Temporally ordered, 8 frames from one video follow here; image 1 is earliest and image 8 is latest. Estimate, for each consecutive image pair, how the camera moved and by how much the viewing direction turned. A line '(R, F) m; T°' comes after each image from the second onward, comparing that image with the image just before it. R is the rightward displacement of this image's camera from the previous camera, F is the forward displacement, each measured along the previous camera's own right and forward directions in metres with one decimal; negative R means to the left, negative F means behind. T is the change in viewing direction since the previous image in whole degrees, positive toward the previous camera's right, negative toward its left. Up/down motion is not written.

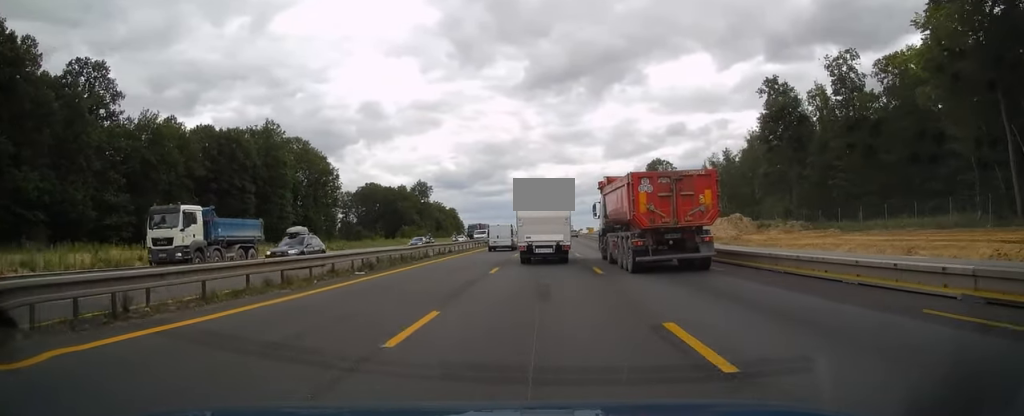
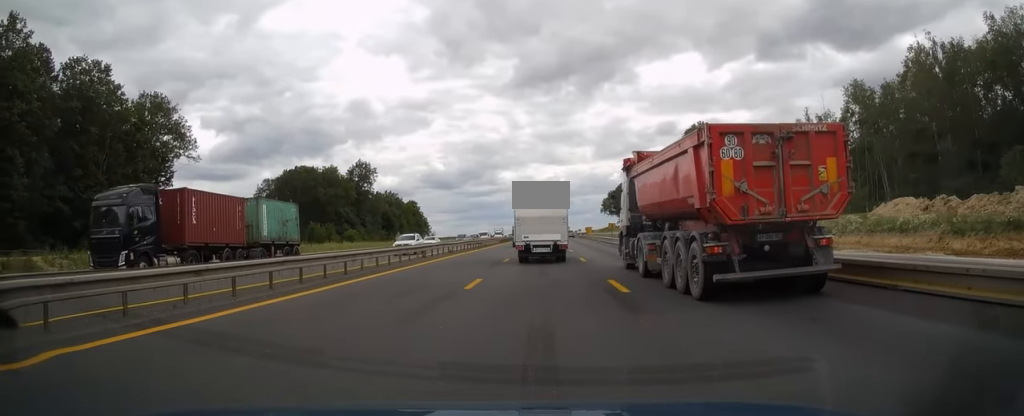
(+0.2, +57.7) m; +1°
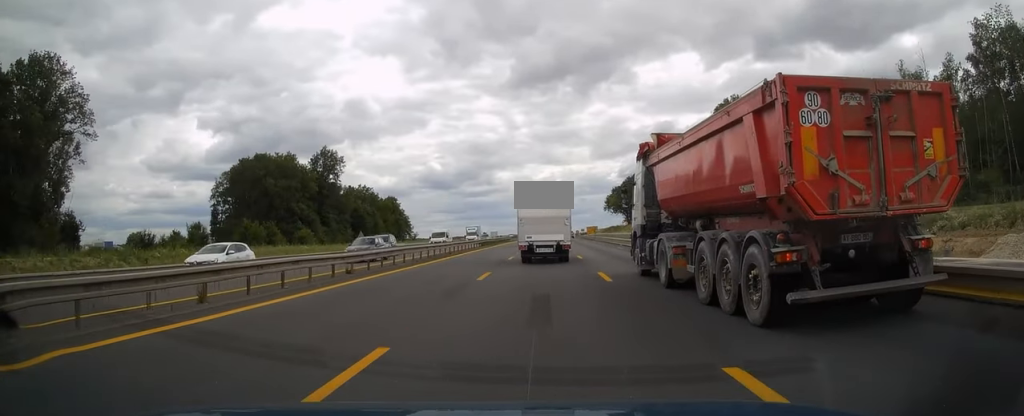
(+0.2, +23.2) m; +1°
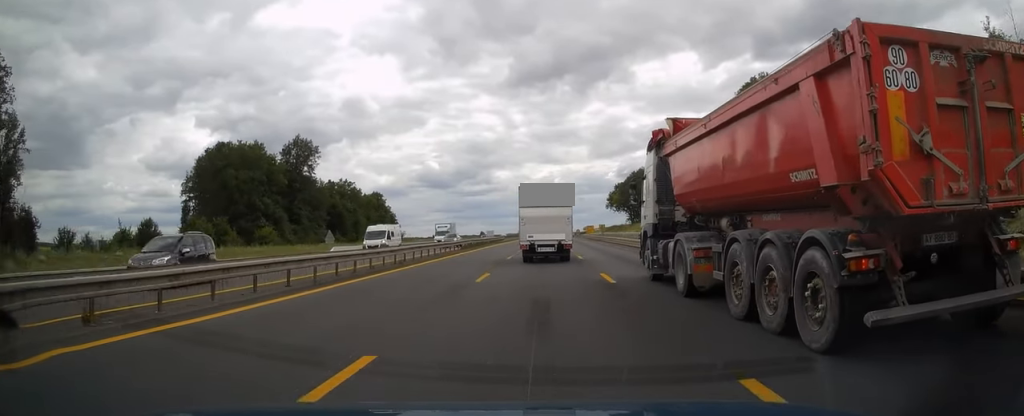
(0.0, +13.6) m; 0°
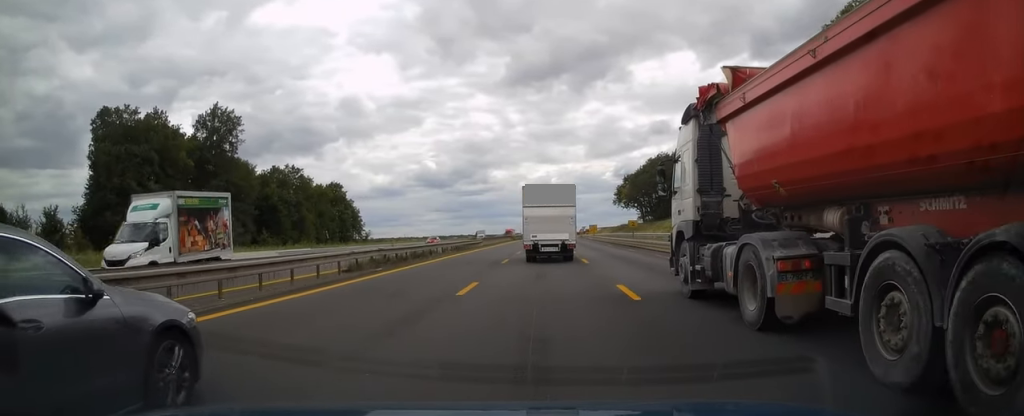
(+0.1, +29.6) m; 0°
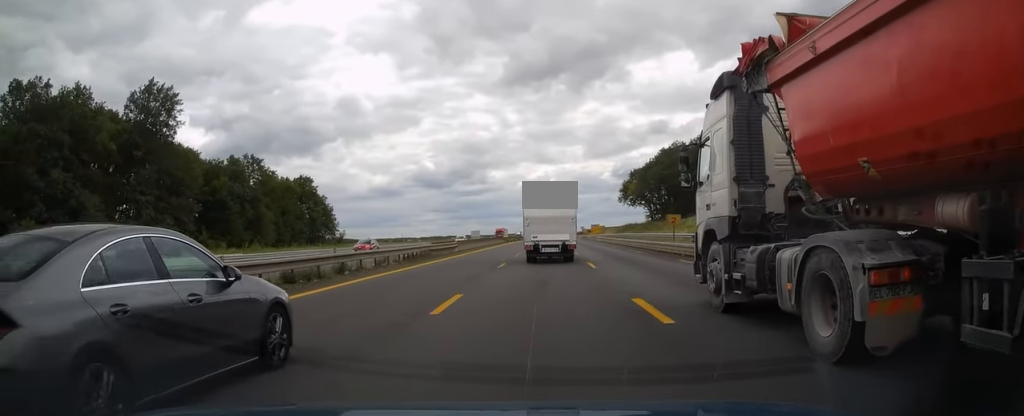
(0.0, +16.0) m; 0°
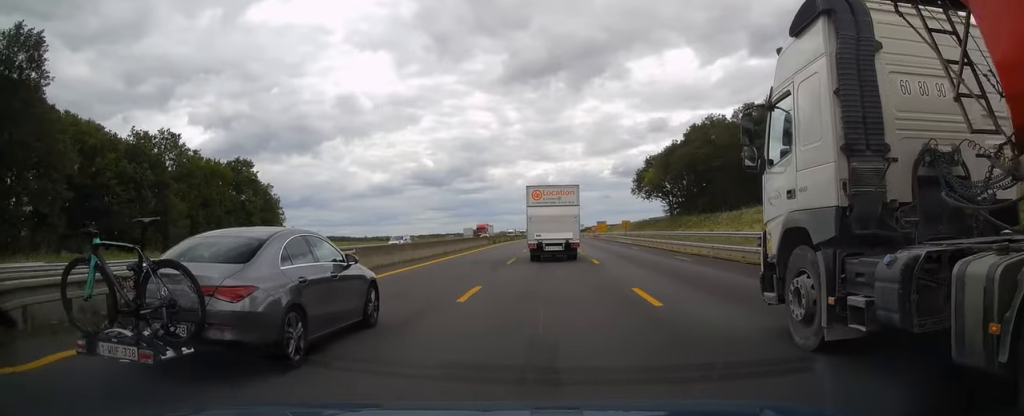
(0.0, +24.4) m; 0°
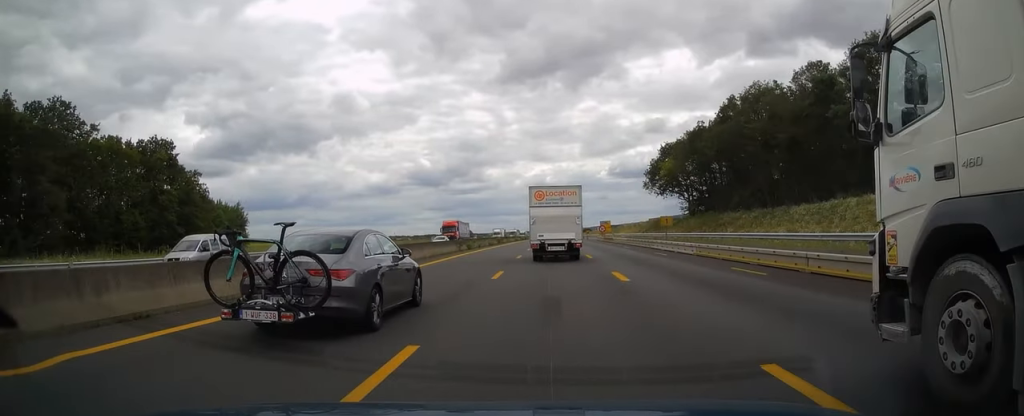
(+0.1, +20.7) m; 0°
